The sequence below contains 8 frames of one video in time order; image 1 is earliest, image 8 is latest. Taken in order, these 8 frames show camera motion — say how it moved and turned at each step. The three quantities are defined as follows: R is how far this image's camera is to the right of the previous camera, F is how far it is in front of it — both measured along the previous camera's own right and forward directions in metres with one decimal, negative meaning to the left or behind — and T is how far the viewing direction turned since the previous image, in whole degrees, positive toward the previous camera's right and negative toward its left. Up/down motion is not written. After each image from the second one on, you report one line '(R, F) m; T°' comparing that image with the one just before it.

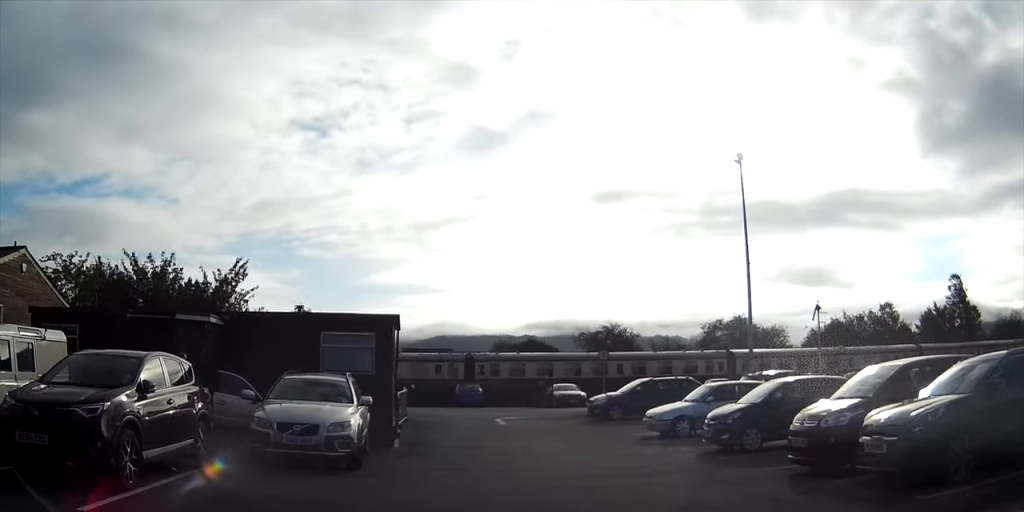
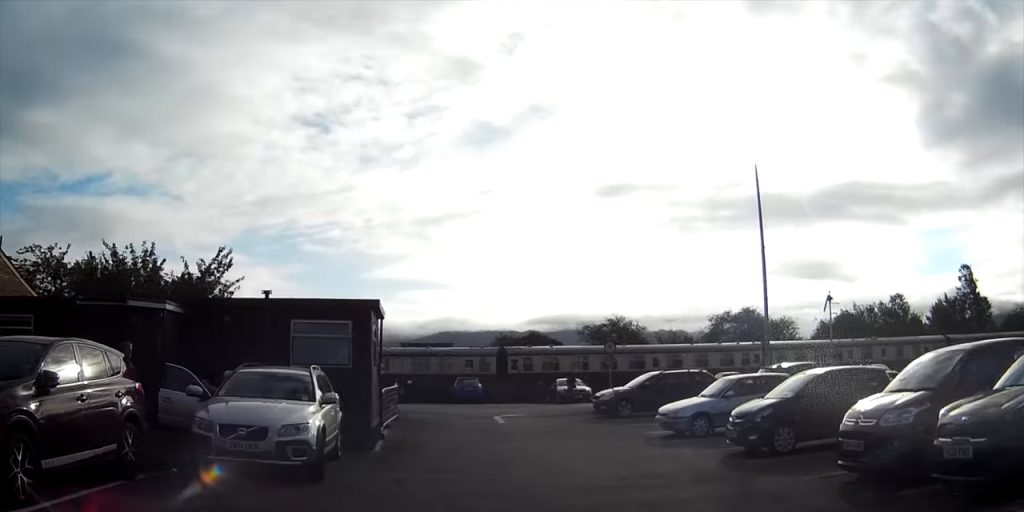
(0.0, +2.1) m; 0°
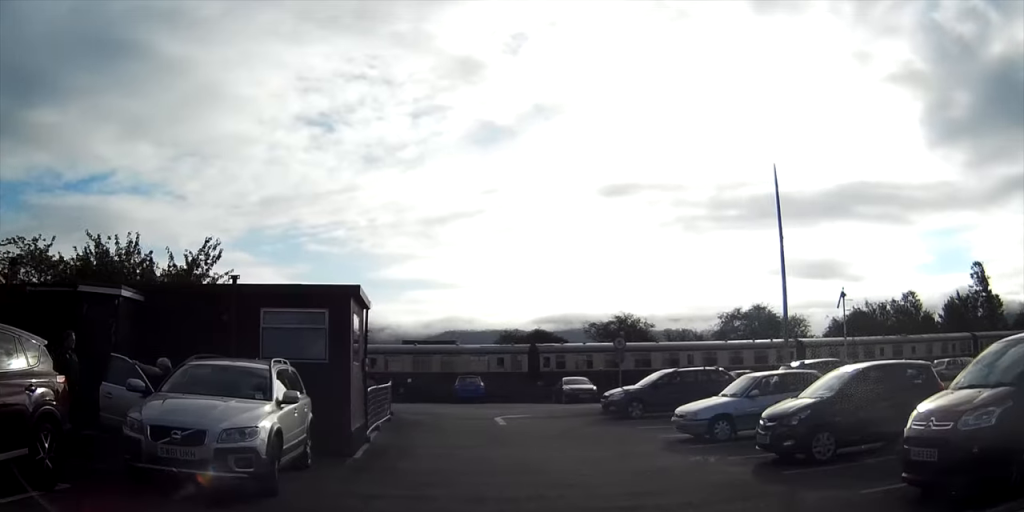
(0.0, +1.7) m; +2°
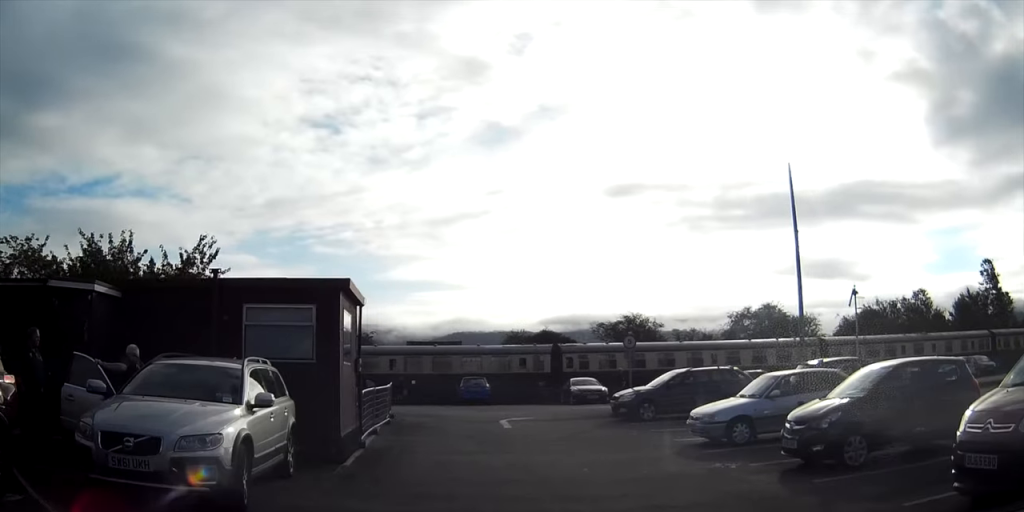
(0.0, +1.0) m; 0°
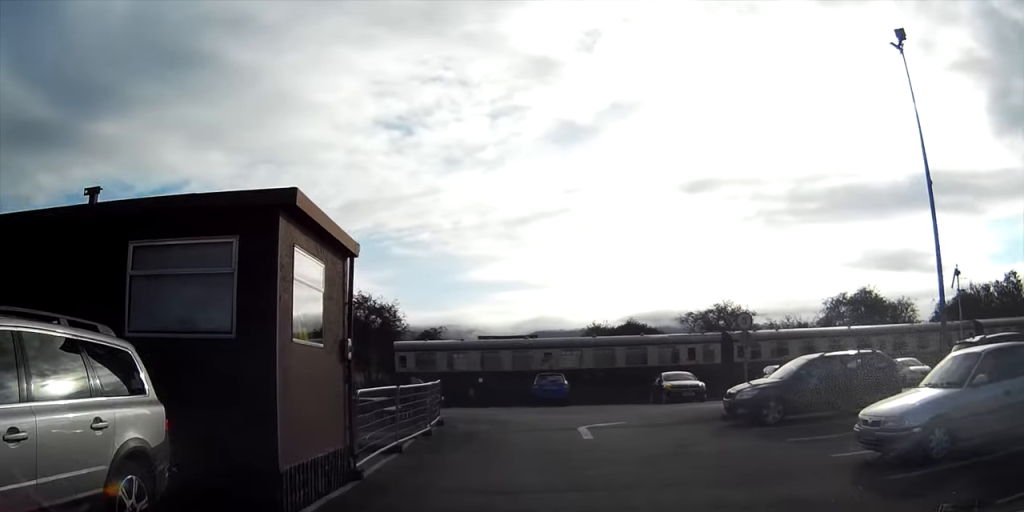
(-0.3, +5.2) m; -4°
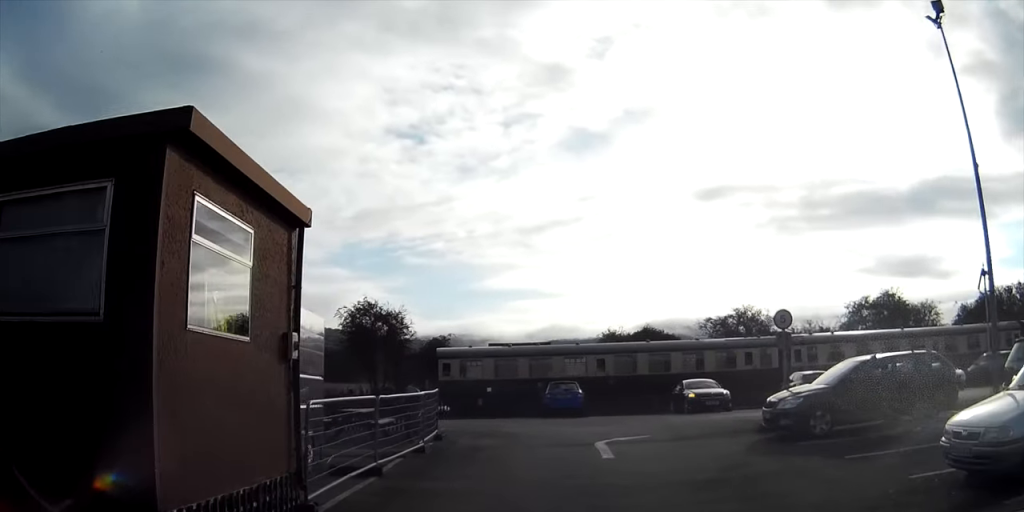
(+0.2, +2.1) m; +6°
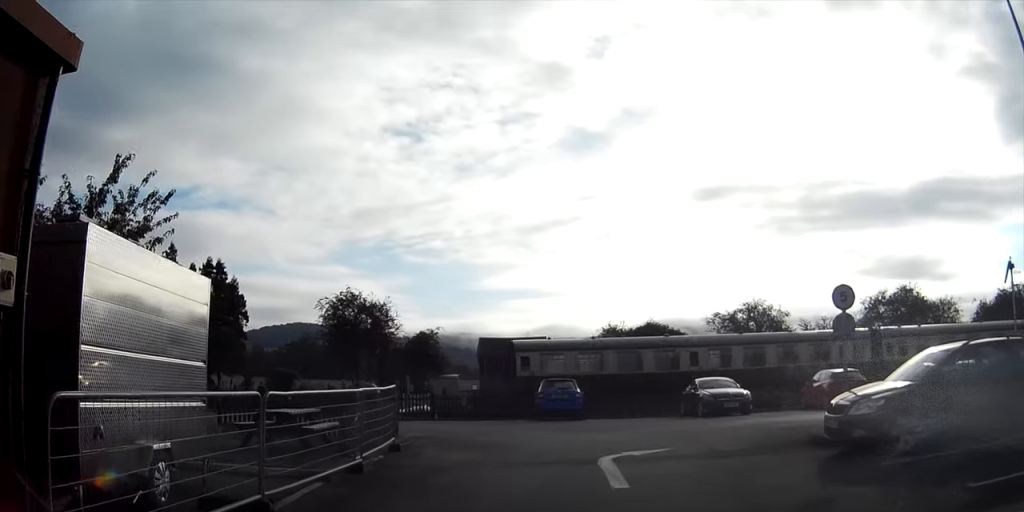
(+0.3, +4.4) m; +4°
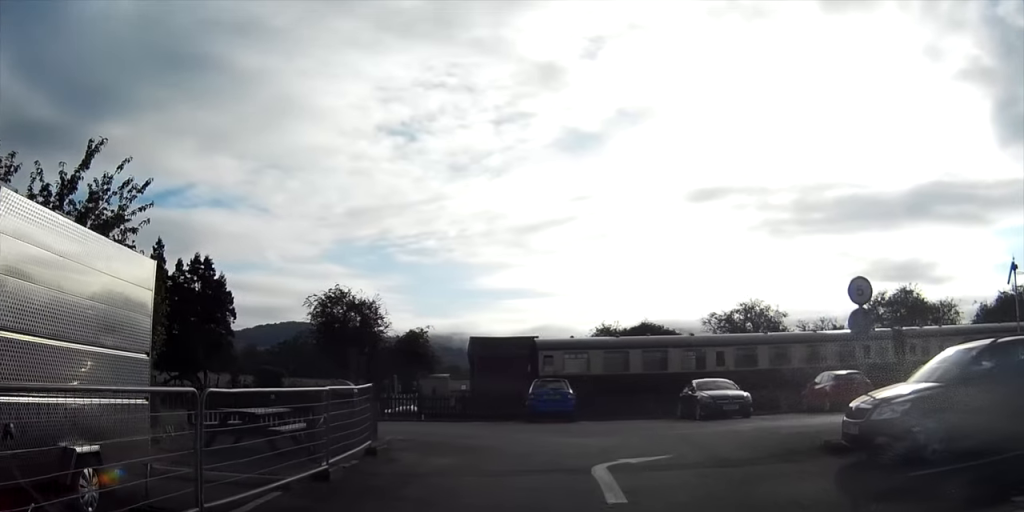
(0.0, +1.2) m; 0°
